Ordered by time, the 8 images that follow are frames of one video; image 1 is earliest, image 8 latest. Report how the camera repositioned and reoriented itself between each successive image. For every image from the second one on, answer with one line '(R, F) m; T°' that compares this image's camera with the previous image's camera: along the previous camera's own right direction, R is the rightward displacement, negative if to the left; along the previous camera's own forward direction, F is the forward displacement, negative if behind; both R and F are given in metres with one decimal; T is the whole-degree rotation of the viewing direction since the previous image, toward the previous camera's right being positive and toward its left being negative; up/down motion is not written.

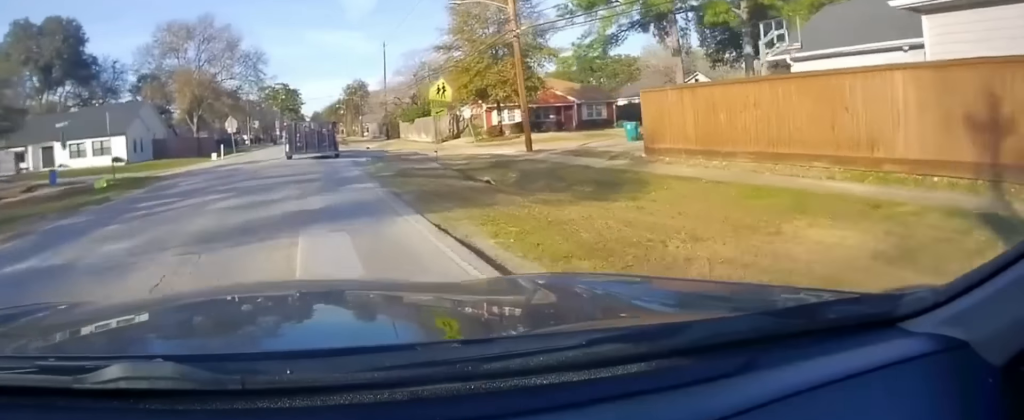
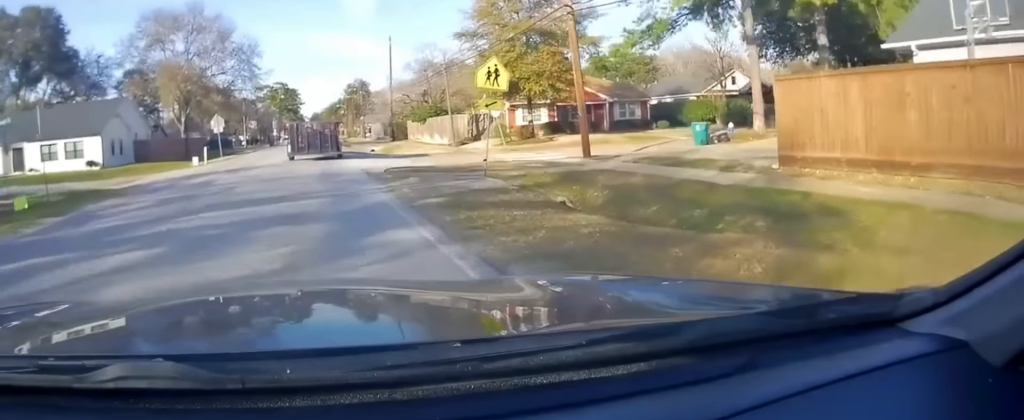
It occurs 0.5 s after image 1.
(0.0, +6.6) m; 0°
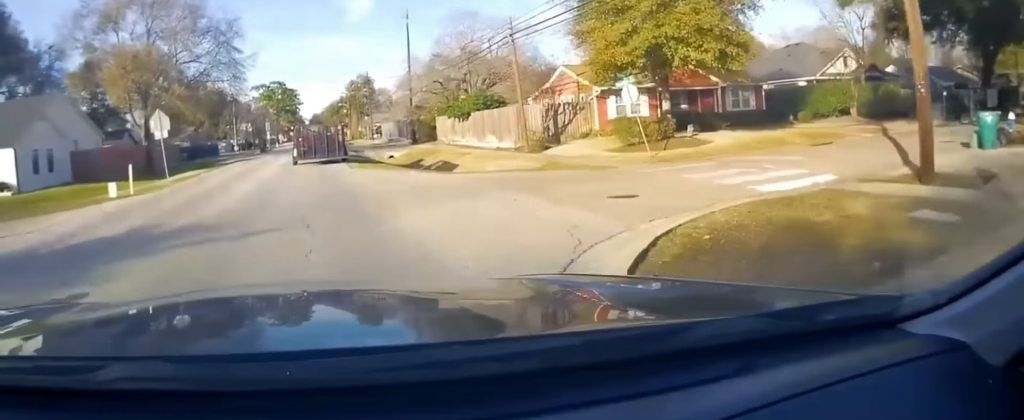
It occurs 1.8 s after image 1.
(0.0, +15.6) m; 0°
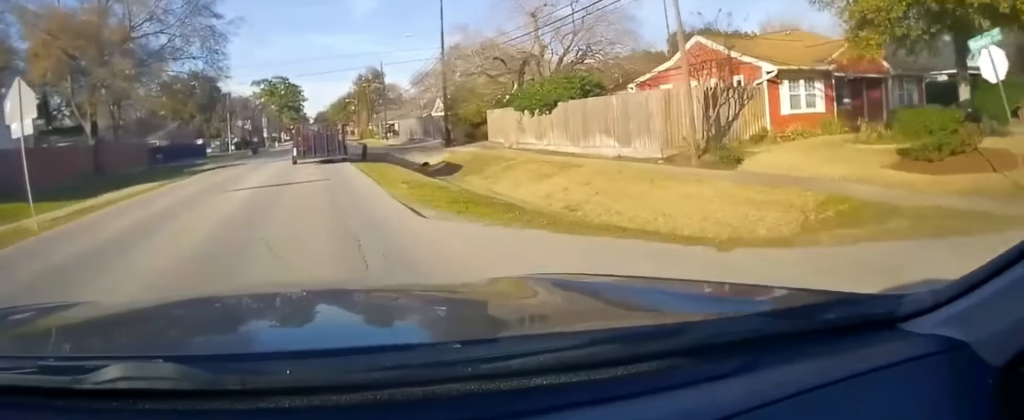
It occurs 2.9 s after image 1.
(0.0, +13.4) m; -3°
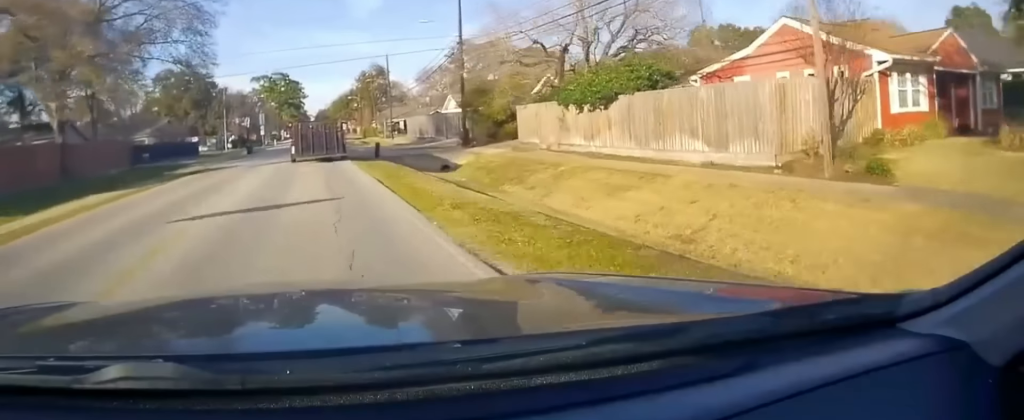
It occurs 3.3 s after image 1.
(0.0, +5.2) m; -1°
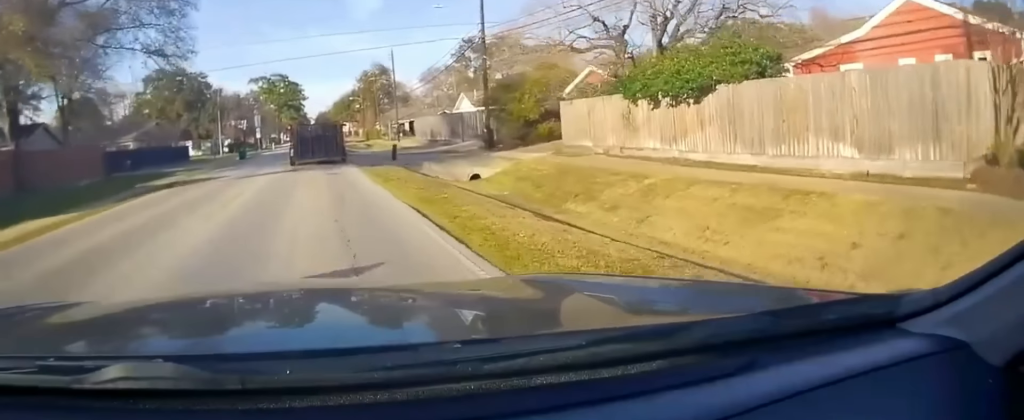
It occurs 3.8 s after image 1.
(-0.4, +5.5) m; 0°
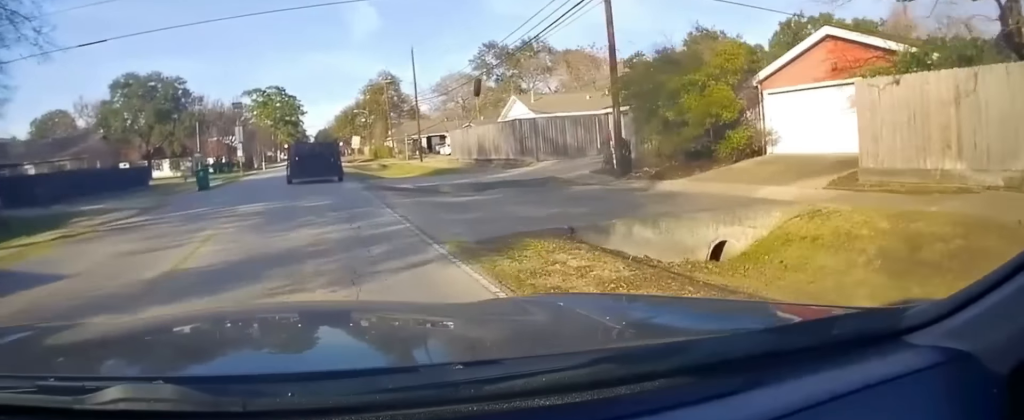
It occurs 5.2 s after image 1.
(+0.5, +16.2) m; +4°
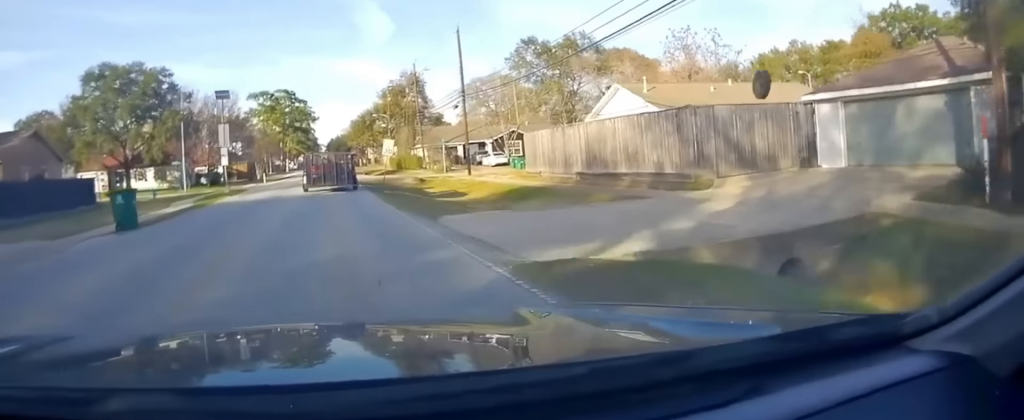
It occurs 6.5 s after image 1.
(+0.1, +15.8) m; 0°
